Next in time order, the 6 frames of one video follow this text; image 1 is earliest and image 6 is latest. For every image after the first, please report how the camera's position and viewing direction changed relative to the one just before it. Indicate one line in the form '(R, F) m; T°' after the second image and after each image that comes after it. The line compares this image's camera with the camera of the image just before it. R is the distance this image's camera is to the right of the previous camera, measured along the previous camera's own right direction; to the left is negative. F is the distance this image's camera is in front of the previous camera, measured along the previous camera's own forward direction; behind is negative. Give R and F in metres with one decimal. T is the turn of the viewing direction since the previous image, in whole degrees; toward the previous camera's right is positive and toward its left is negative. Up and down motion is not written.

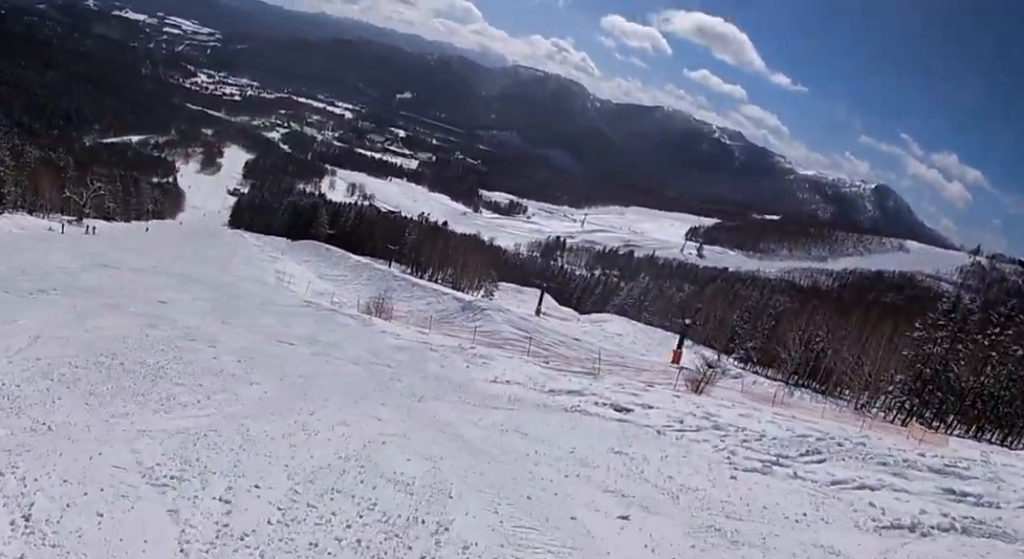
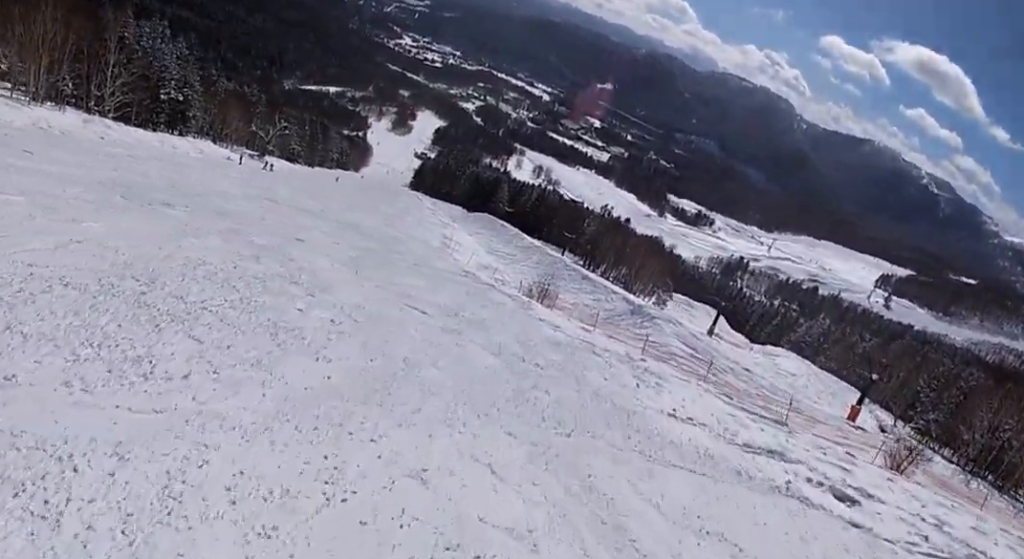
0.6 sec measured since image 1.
(-0.4, +3.6) m; -20°
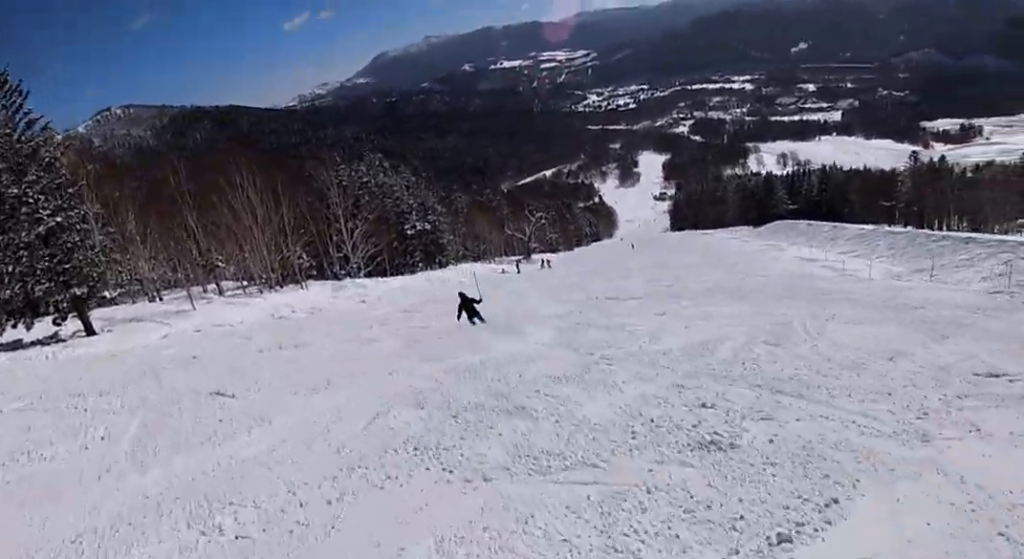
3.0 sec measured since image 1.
(-6.3, +17.8) m; -12°
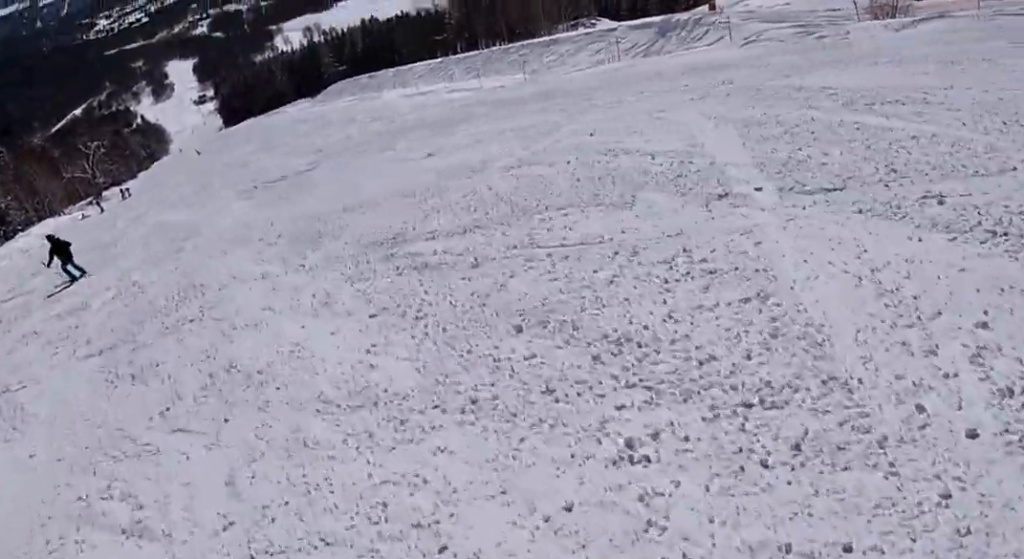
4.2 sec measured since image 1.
(+1.9, +9.3) m; +34°
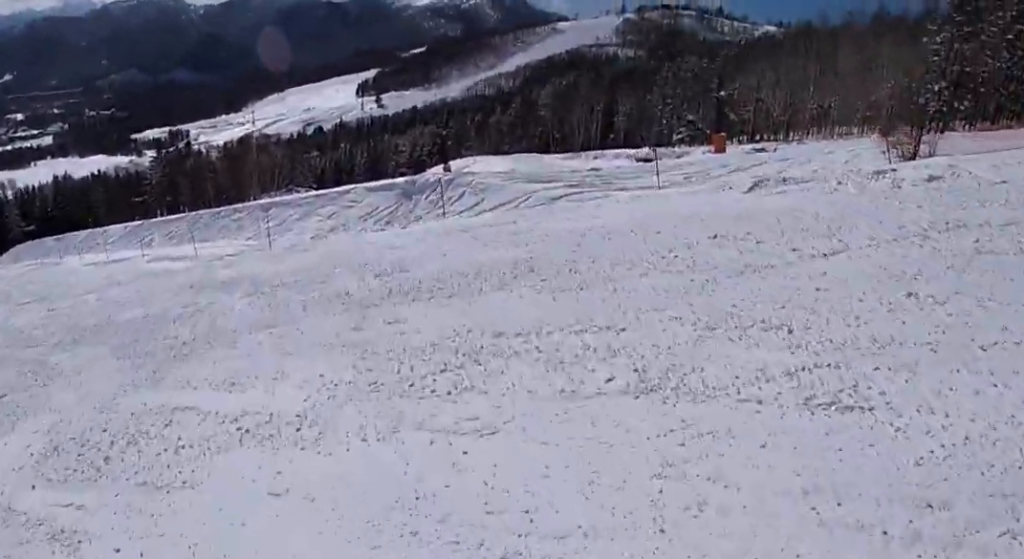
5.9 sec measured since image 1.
(+5.3, +13.3) m; +19°
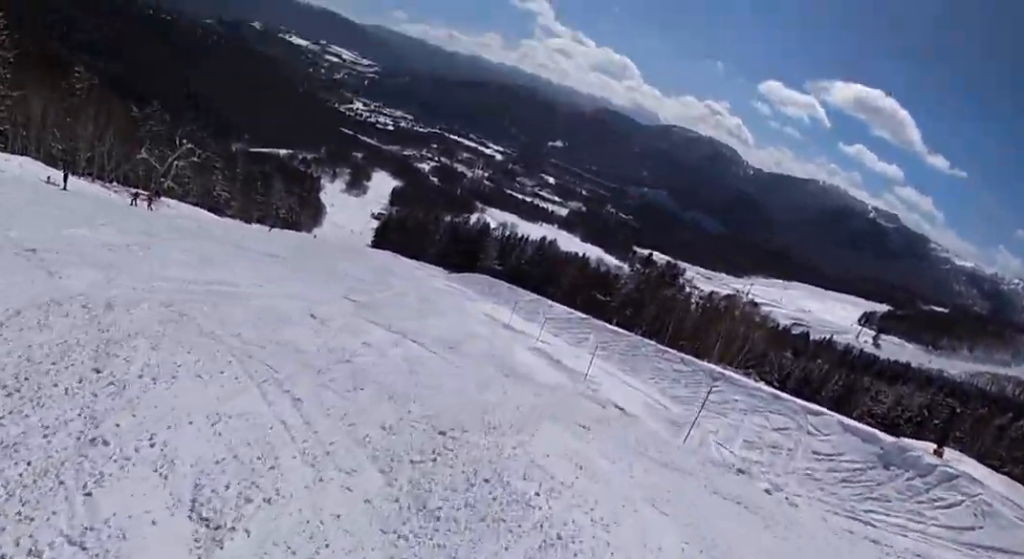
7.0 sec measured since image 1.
(-1.6, +9.3) m; -24°
